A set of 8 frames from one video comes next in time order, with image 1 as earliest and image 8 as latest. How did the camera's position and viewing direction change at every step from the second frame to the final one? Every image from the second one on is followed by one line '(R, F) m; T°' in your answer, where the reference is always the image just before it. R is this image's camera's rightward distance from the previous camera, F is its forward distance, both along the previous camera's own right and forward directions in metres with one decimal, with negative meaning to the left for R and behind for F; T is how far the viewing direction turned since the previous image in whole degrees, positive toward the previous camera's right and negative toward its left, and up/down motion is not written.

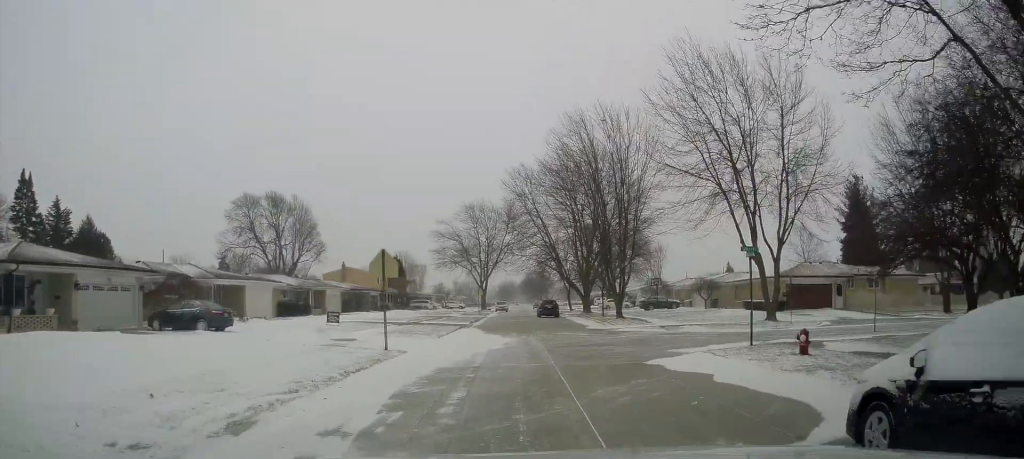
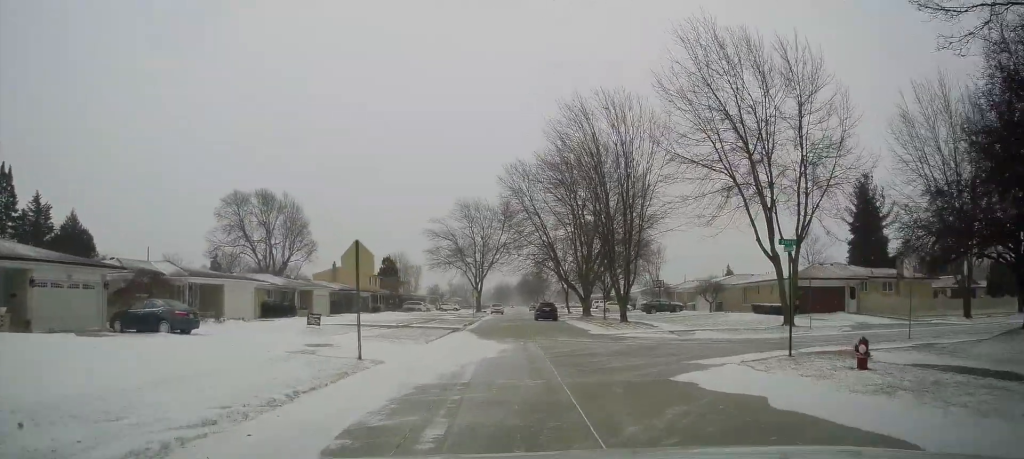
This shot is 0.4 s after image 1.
(+0.1, +2.8) m; +5°
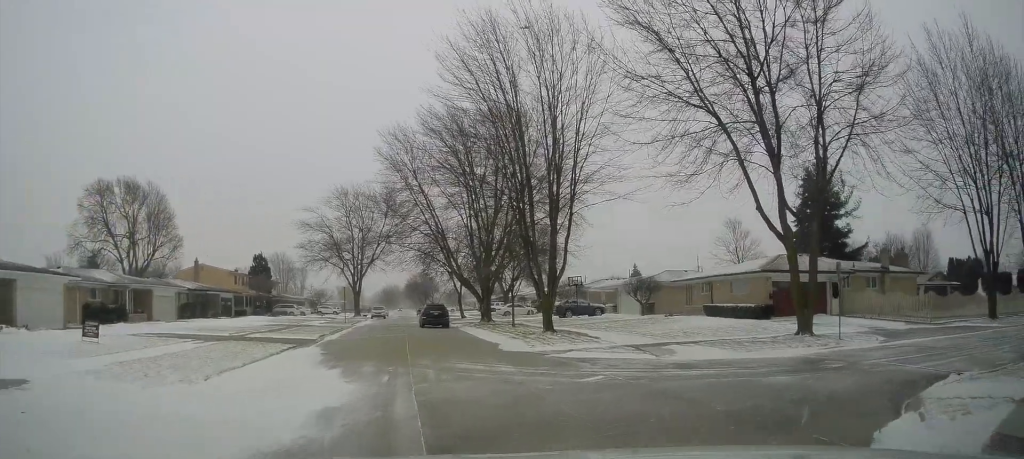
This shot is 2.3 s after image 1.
(+1.9, +10.7) m; +22°
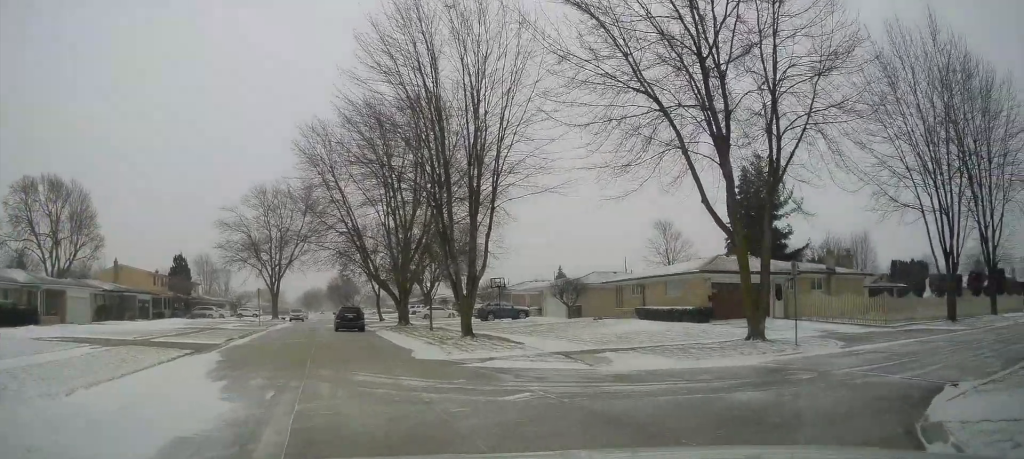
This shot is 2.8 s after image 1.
(-0.2, +2.3) m; +7°
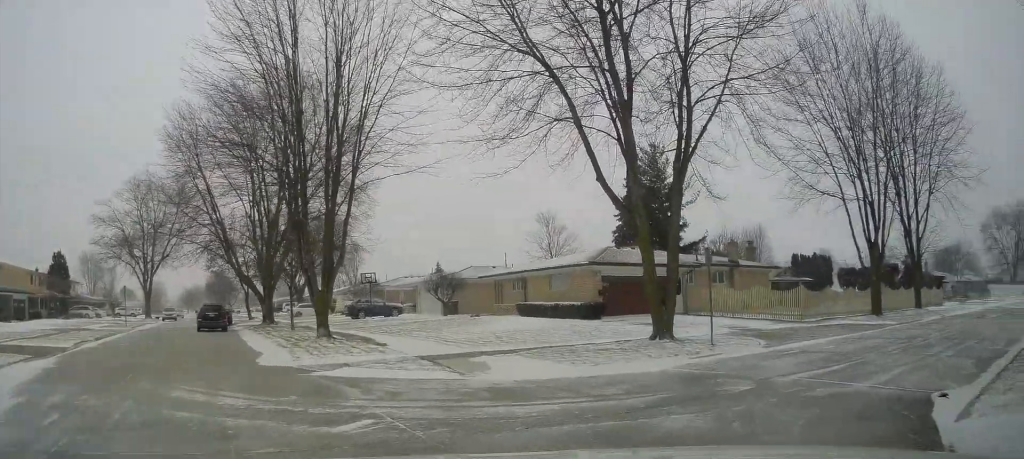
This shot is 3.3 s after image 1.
(+0.6, +2.7) m; +12°
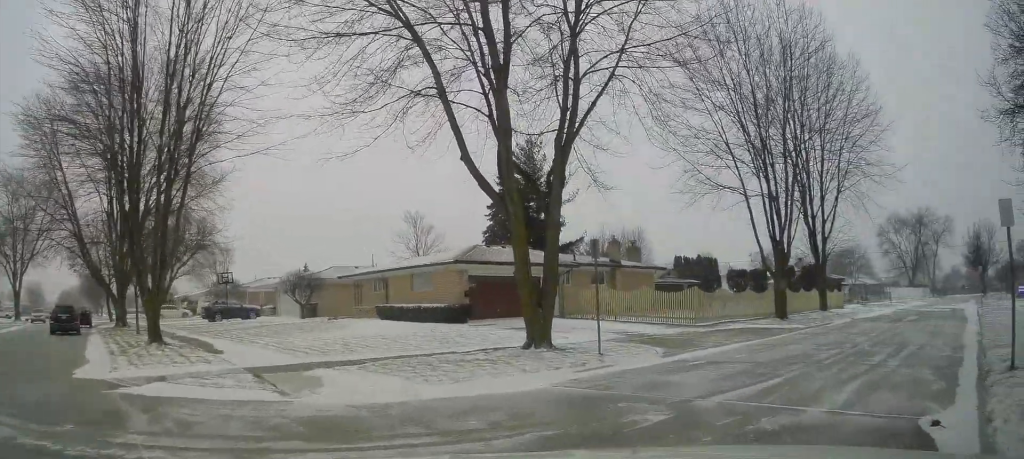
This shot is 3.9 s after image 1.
(+0.2, +2.7) m; +11°
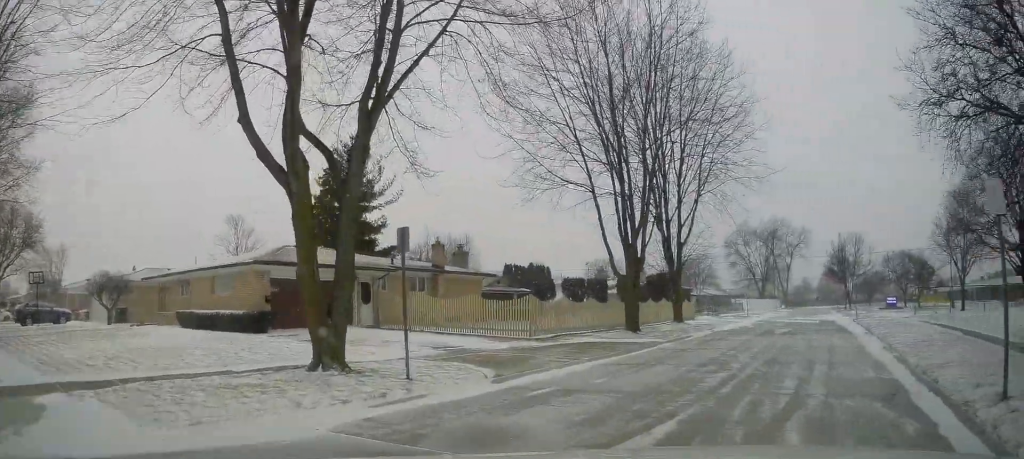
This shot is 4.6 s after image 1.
(+0.3, +3.2) m; +12°
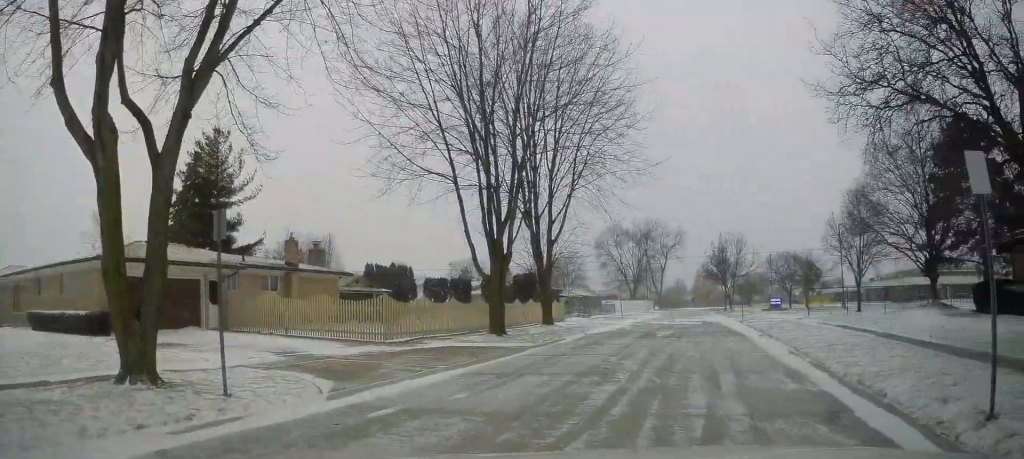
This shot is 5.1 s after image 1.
(+0.2, +2.1) m; +7°
